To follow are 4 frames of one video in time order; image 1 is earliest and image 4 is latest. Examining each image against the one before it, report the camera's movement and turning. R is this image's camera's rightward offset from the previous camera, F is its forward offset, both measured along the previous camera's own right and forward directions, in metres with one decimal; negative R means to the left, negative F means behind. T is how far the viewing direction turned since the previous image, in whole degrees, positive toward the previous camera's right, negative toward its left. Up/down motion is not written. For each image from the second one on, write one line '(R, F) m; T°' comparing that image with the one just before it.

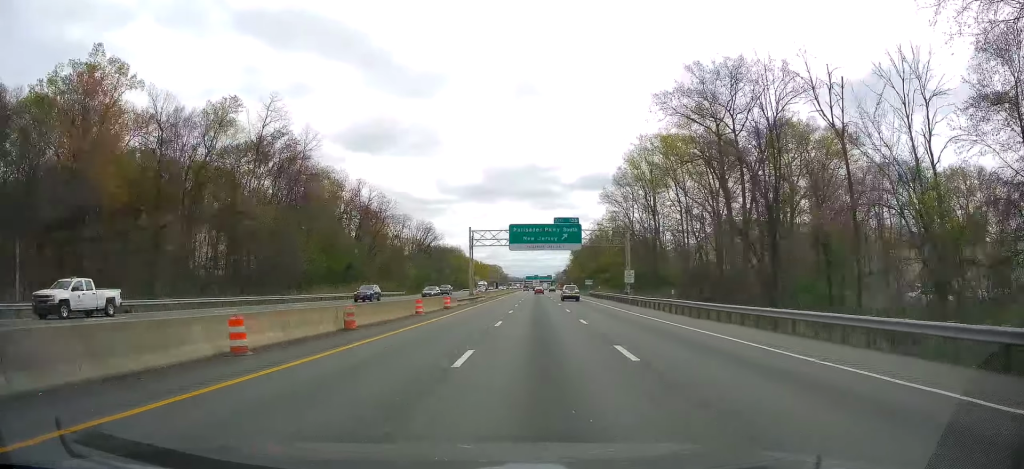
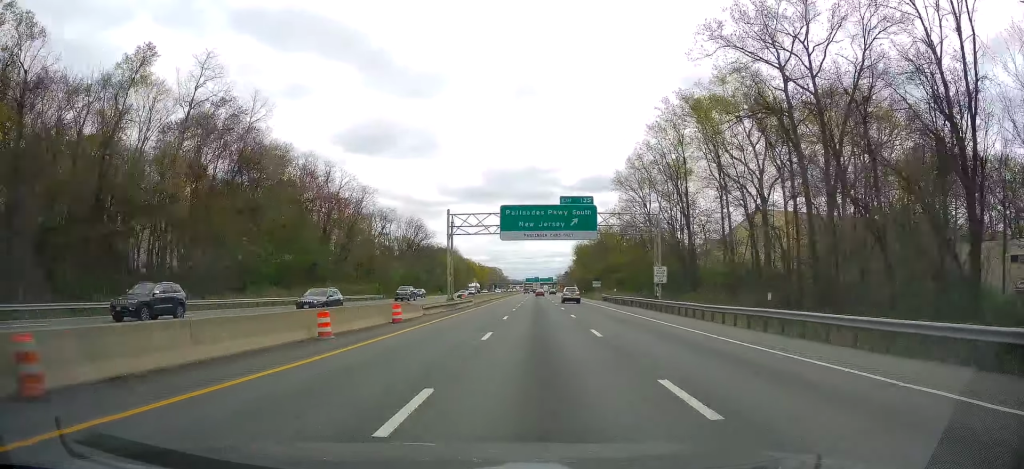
(+0.4, +17.8) m; 0°
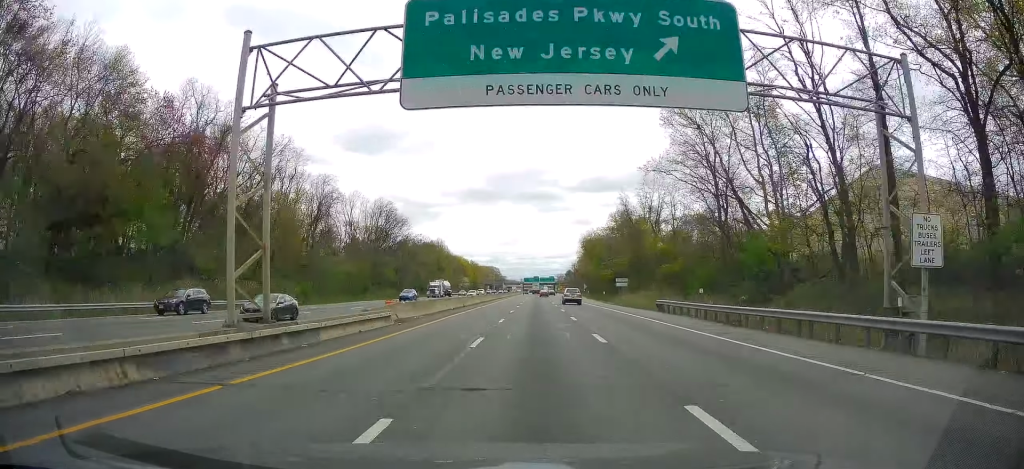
(-0.4, +38.8) m; -1°
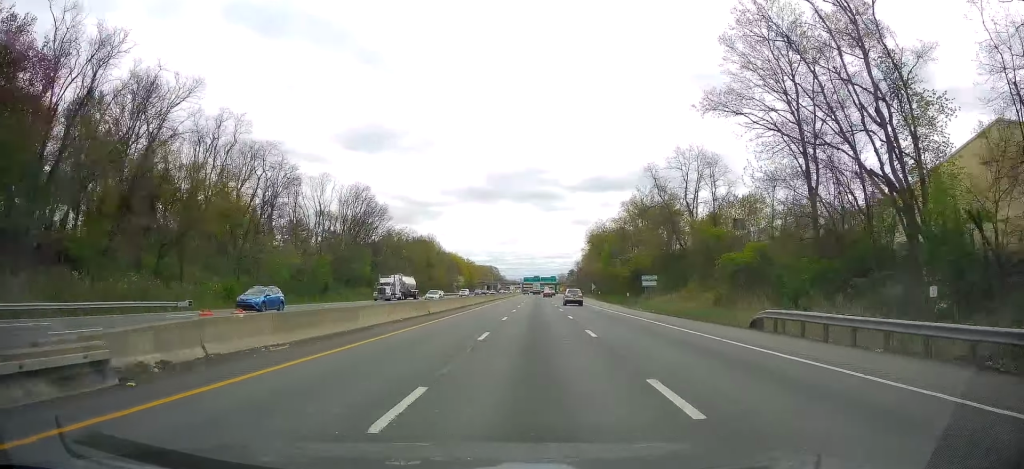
(0.0, +22.0) m; 0°
